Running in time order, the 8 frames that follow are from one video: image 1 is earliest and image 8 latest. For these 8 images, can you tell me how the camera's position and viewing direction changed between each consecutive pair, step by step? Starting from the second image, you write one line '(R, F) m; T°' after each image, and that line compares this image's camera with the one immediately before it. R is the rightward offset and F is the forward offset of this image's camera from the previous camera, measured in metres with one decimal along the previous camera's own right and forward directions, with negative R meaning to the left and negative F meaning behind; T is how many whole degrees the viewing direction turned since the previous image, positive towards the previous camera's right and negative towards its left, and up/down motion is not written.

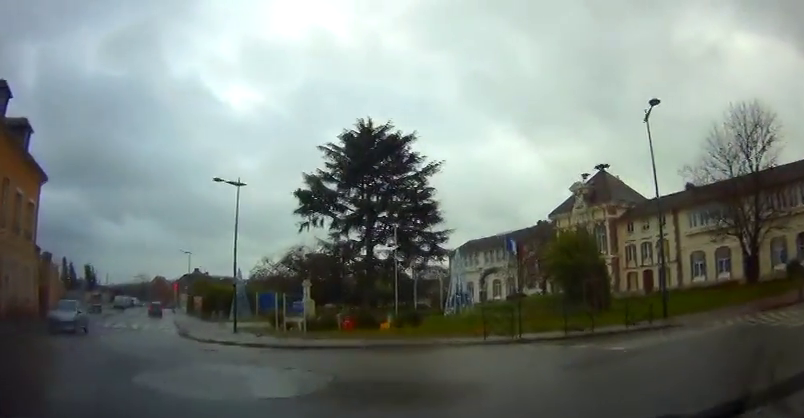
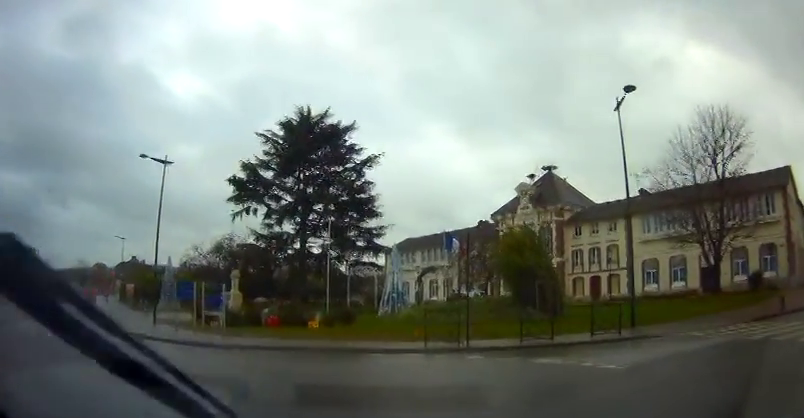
(+0.1, +2.3) m; +3°
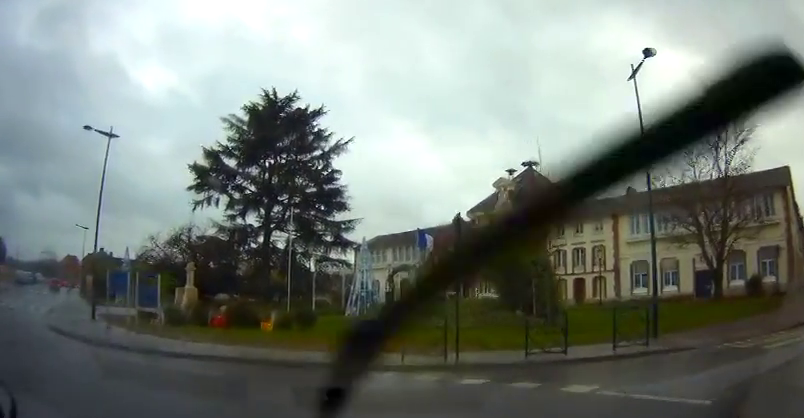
(0.0, +3.3) m; +5°
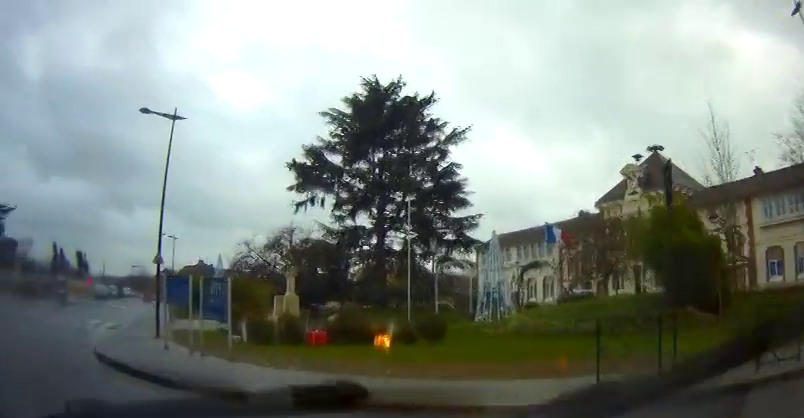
(+0.1, +4.3) m; -14°
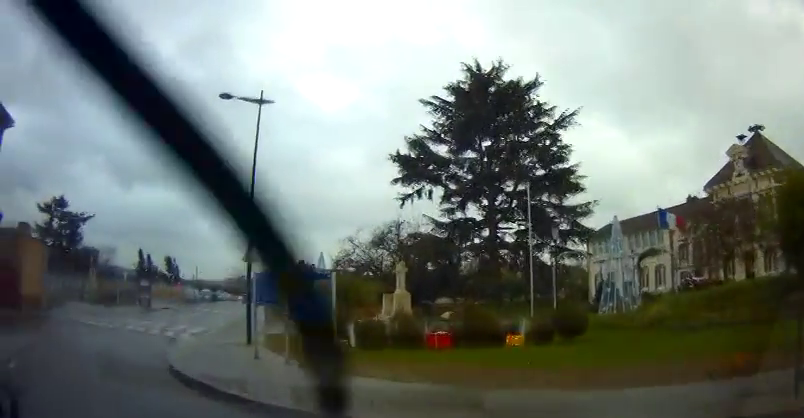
(-0.3, +2.0) m; -15°
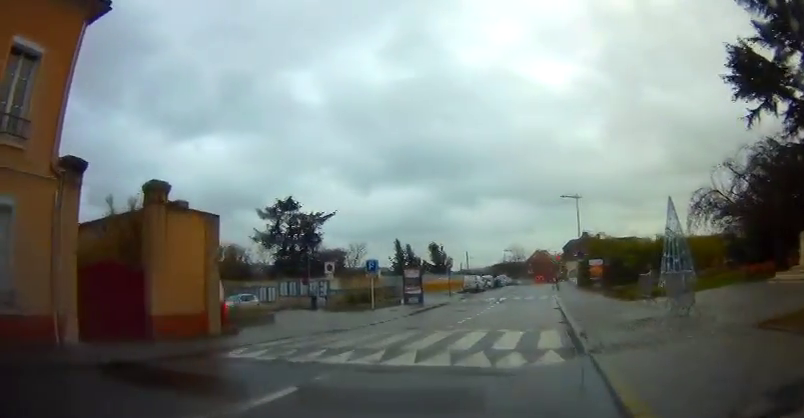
(-3.8, +11.1) m; -20°
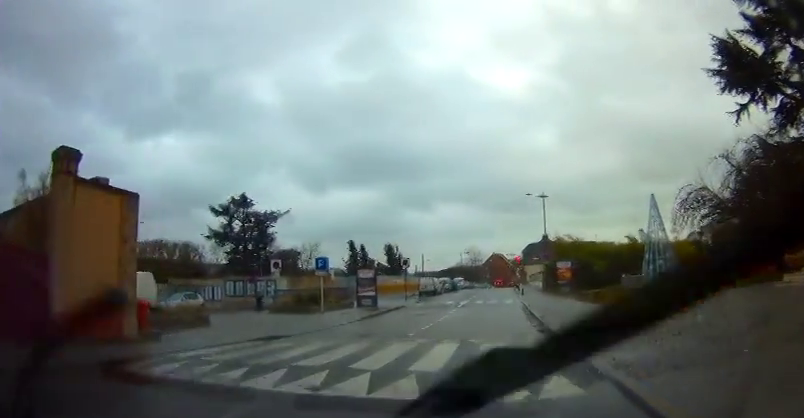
(0.0, +2.7) m; +3°
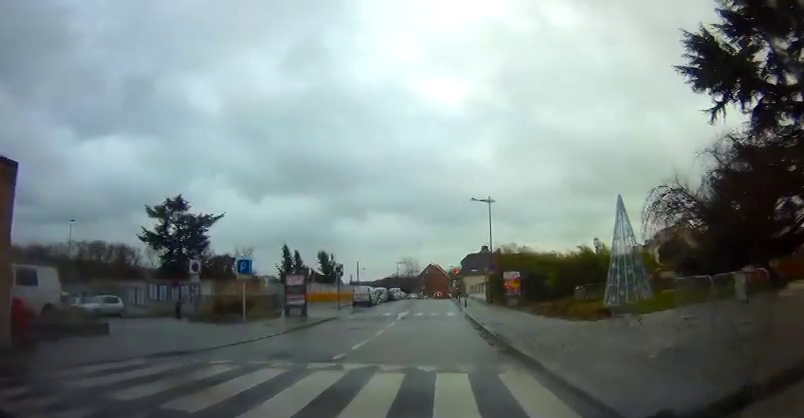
(+0.1, +3.1) m; +5°
